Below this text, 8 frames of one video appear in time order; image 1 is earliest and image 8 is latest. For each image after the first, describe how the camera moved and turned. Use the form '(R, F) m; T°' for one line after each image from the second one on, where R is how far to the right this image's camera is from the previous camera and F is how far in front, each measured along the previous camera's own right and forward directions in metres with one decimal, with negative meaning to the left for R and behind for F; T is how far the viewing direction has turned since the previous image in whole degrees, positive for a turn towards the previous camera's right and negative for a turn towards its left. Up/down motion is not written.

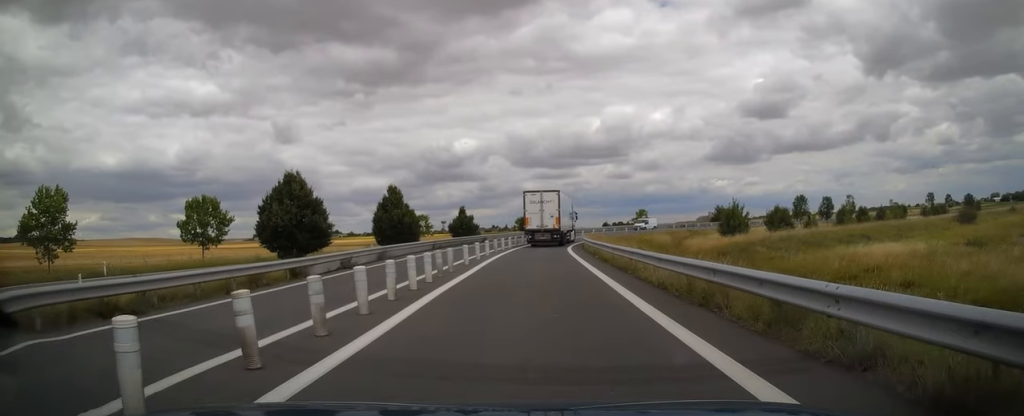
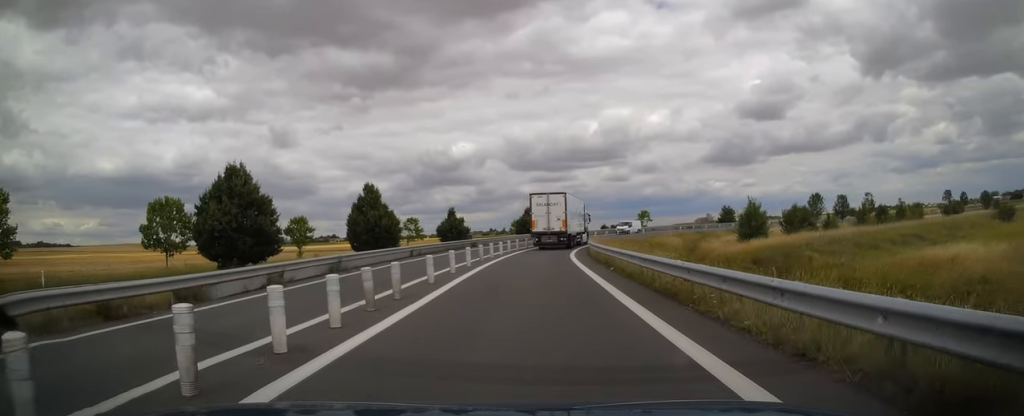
(+0.1, +7.1) m; +1°
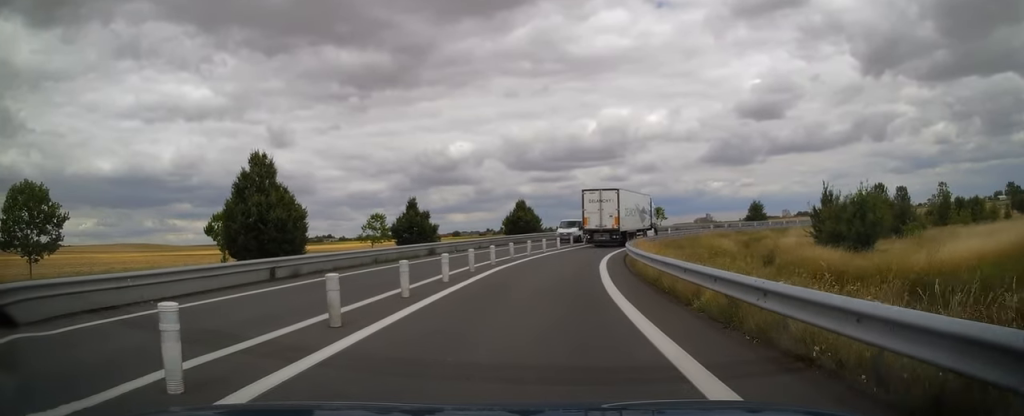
(+0.1, +20.3) m; 0°
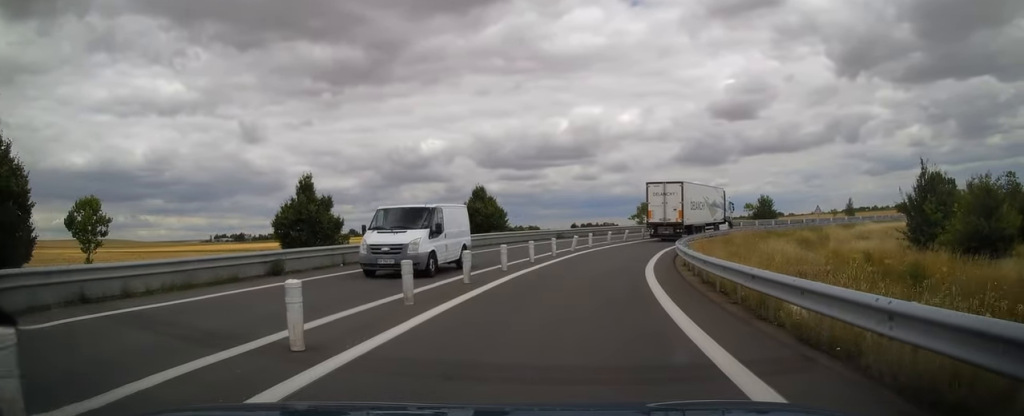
(+0.1, +18.1) m; +3°
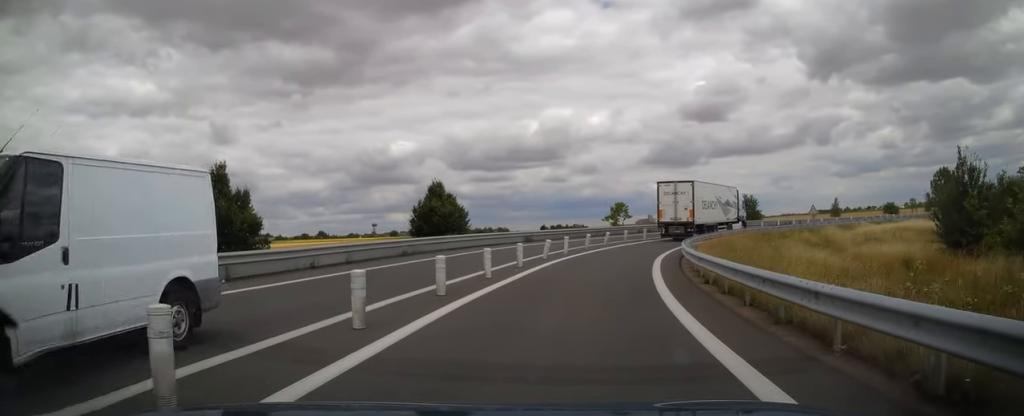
(0.0, +6.4) m; +2°
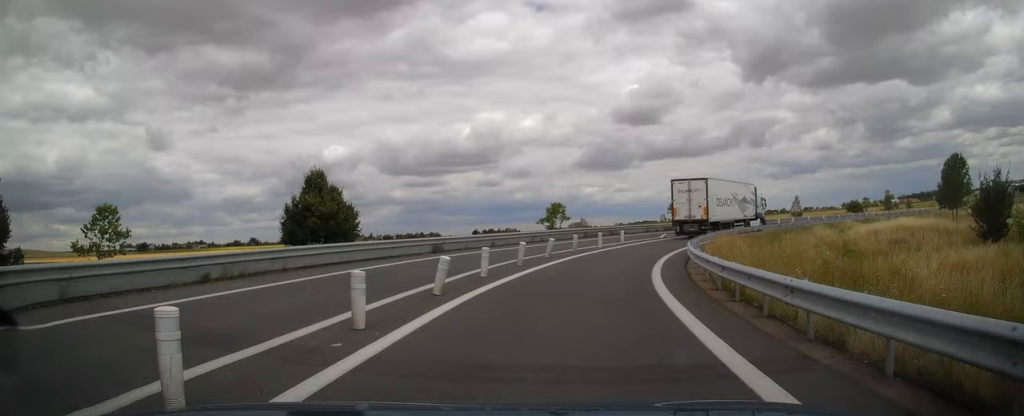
(+0.7, +11.7) m; +5°
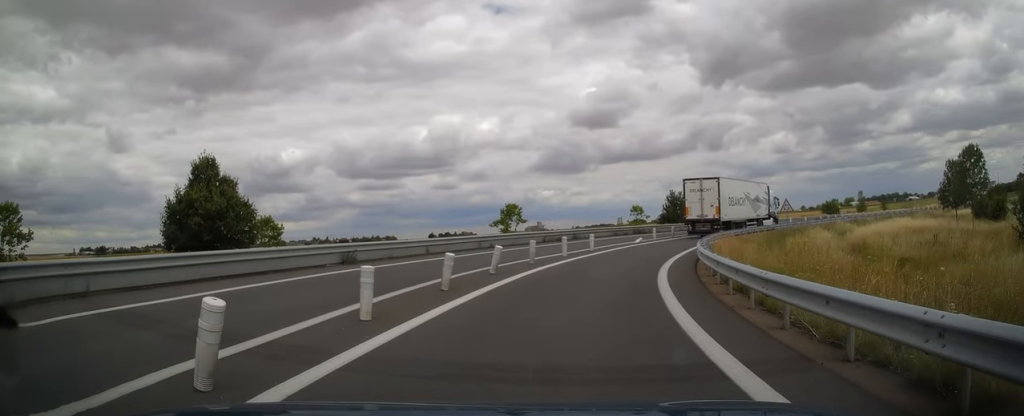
(+0.2, +7.3) m; +3°
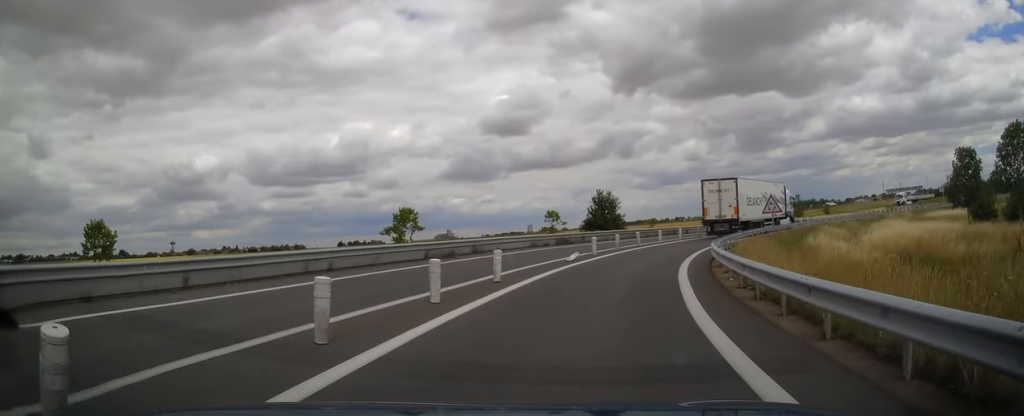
(+0.7, +13.4) m; +7°
